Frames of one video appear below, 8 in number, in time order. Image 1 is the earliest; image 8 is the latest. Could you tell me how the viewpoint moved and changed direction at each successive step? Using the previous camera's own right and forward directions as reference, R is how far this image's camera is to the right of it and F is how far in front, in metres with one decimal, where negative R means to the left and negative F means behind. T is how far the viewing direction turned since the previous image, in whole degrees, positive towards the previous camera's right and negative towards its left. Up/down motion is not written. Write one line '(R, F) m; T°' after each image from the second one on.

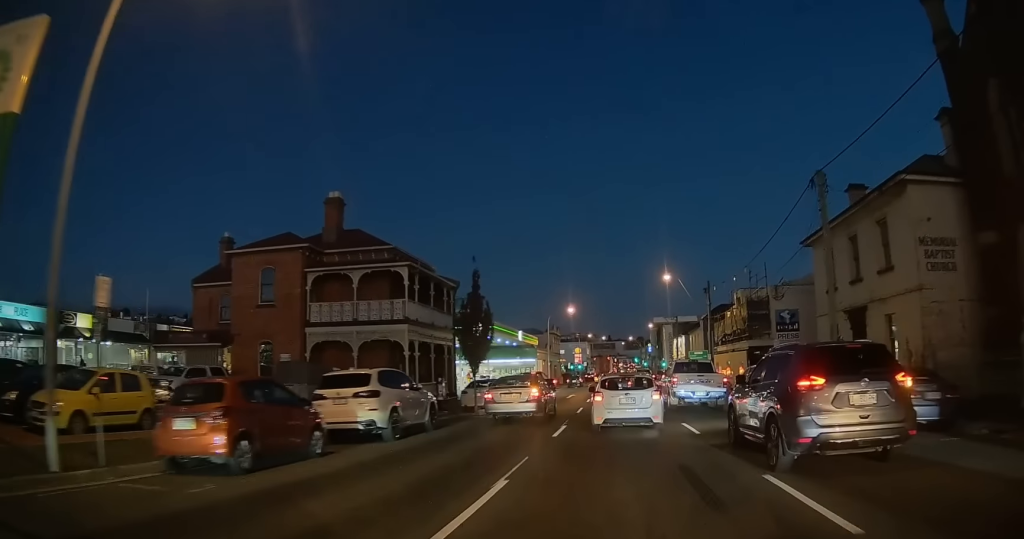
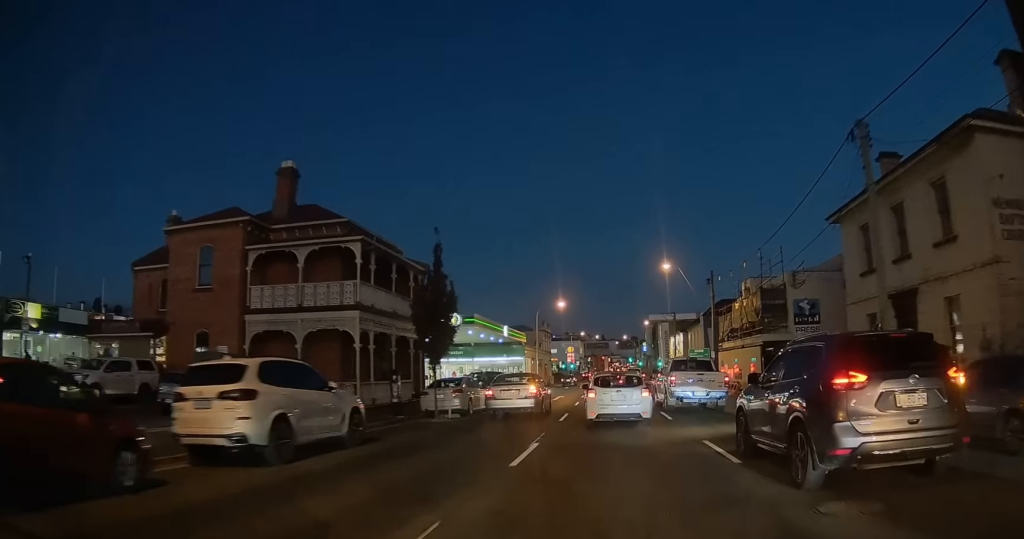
(0.0, +5.0) m; 0°
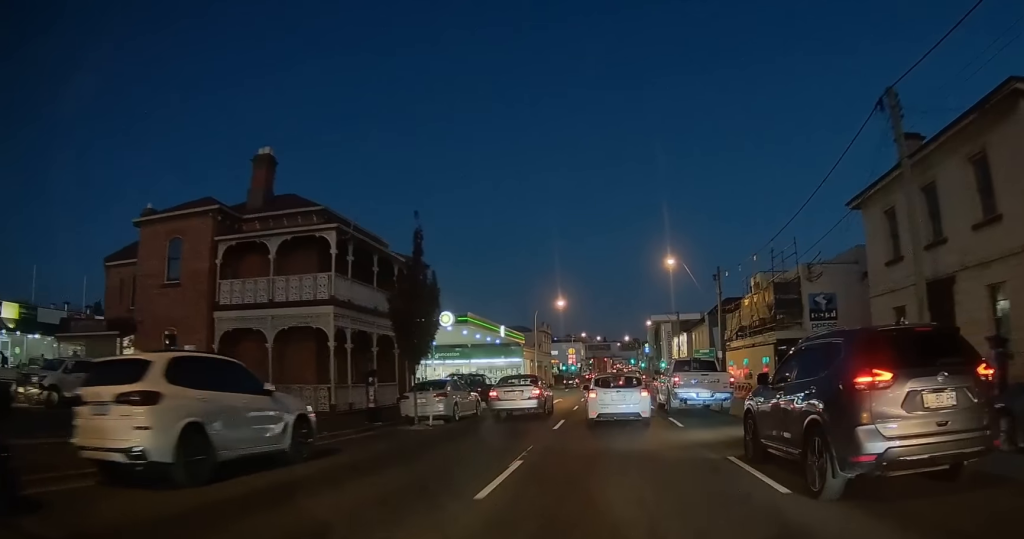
(0.0, +2.5) m; 0°
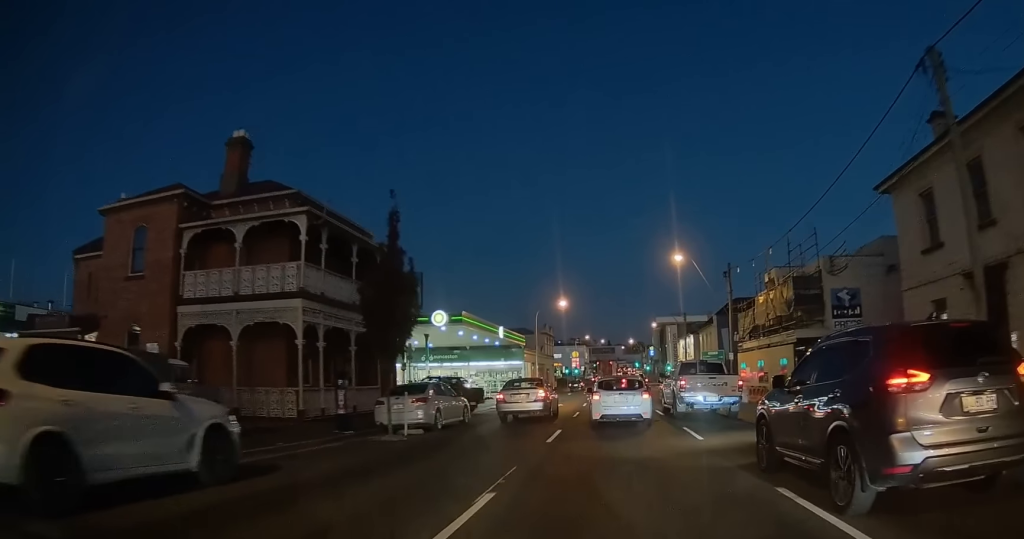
(0.0, +2.7) m; 0°
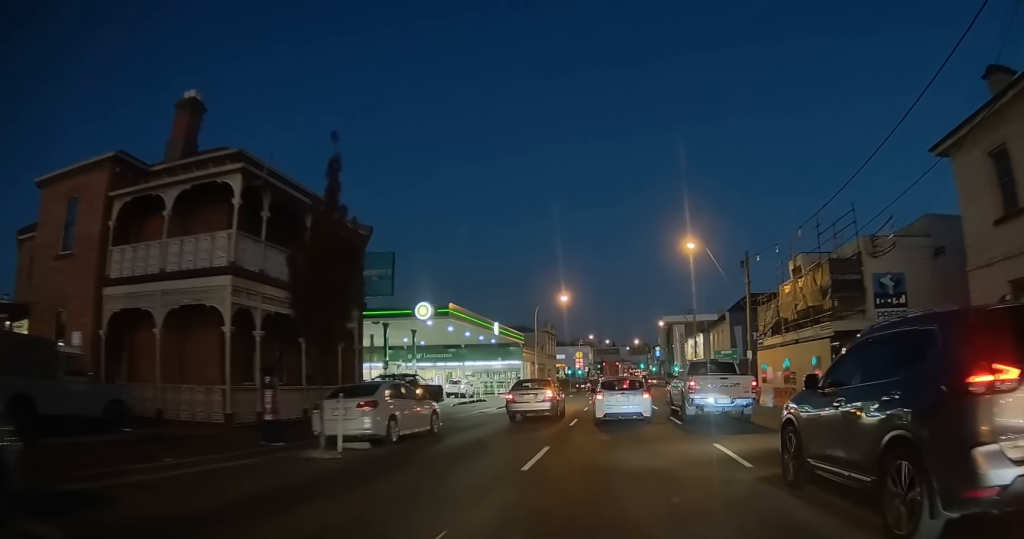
(0.0, +4.2) m; 0°
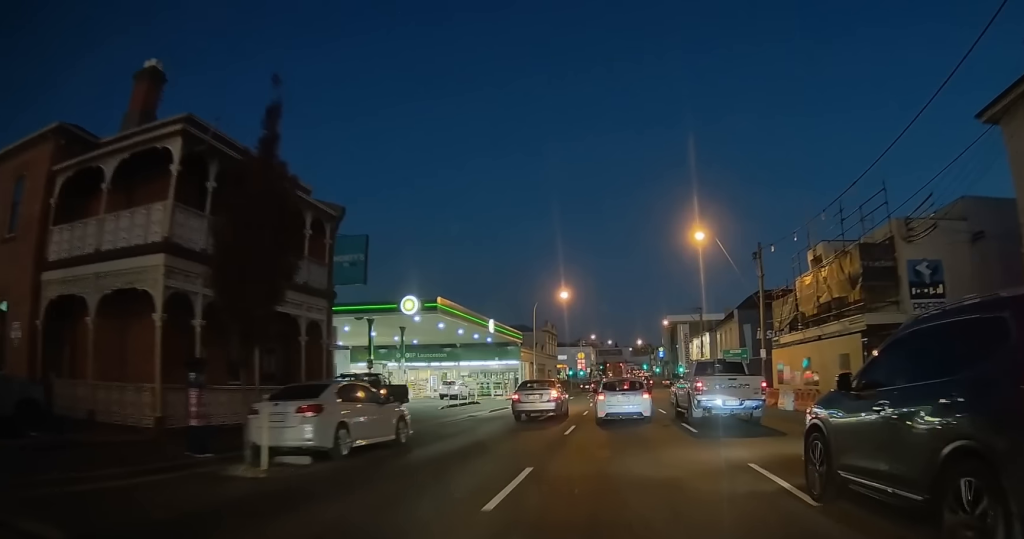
(0.0, +2.8) m; 0°
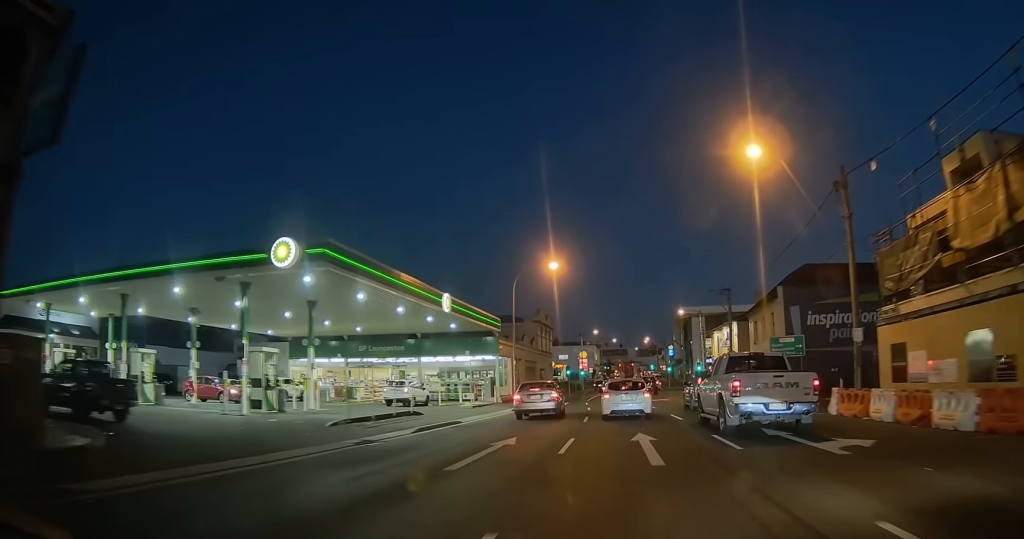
(+0.1, +12.4) m; +2°
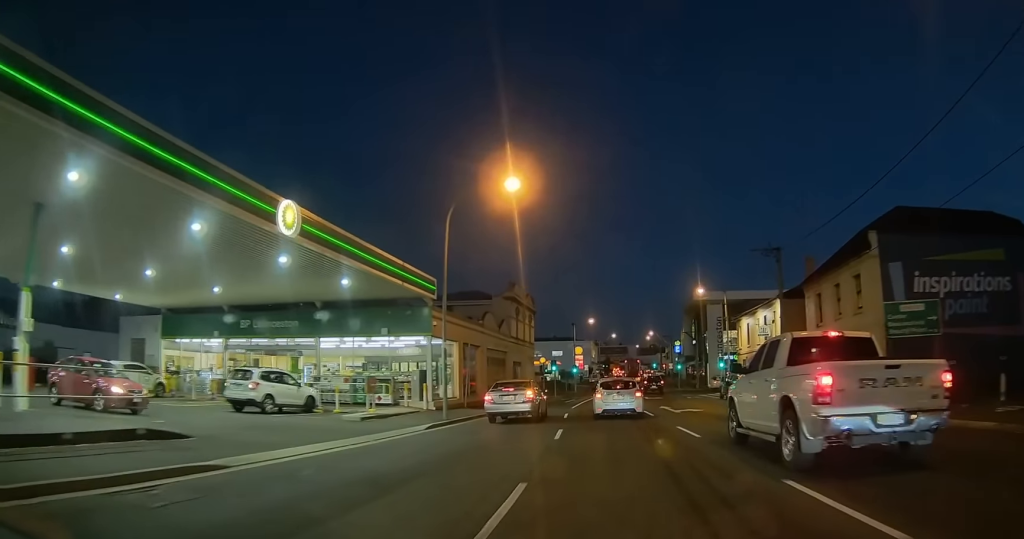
(-1.0, +14.0) m; -7°
